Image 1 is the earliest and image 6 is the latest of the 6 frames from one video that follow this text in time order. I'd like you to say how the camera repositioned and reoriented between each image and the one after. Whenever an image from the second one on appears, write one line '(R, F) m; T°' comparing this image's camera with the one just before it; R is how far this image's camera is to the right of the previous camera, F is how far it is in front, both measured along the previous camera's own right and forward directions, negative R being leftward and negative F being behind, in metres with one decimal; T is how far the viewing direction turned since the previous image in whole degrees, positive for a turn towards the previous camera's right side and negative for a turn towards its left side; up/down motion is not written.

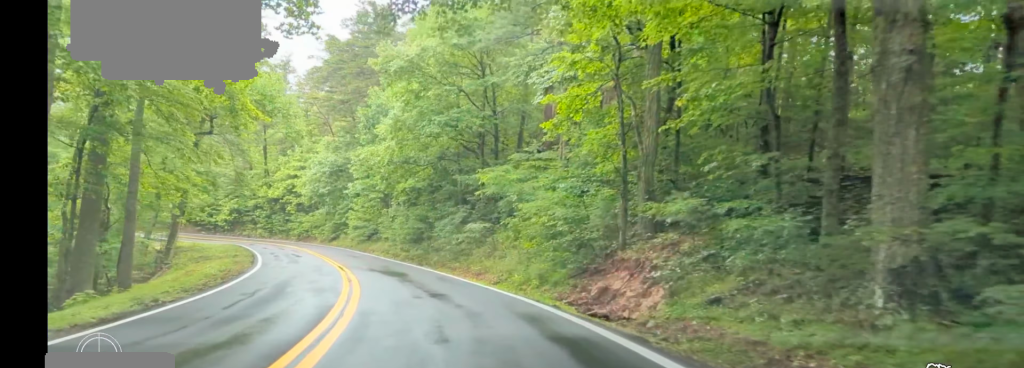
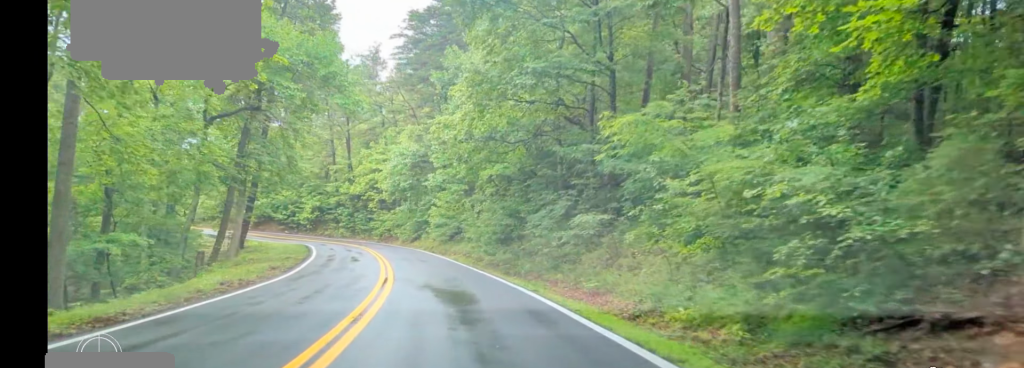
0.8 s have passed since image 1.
(-0.9, +9.6) m; -11°
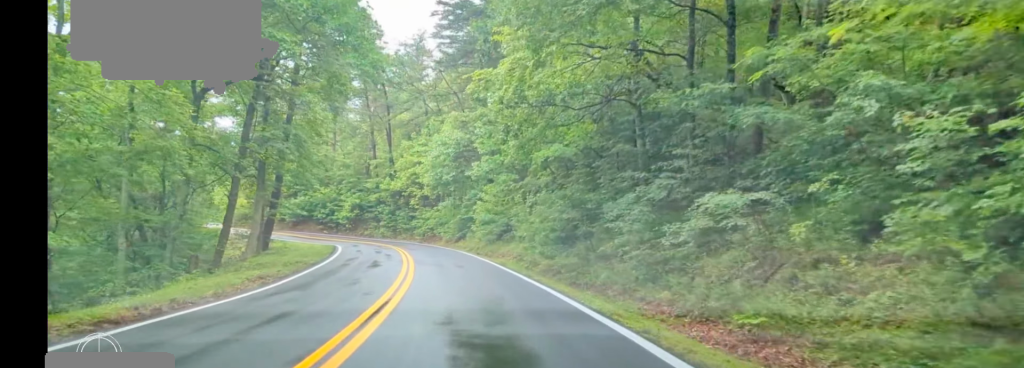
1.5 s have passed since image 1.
(-0.6, +7.8) m; -7°
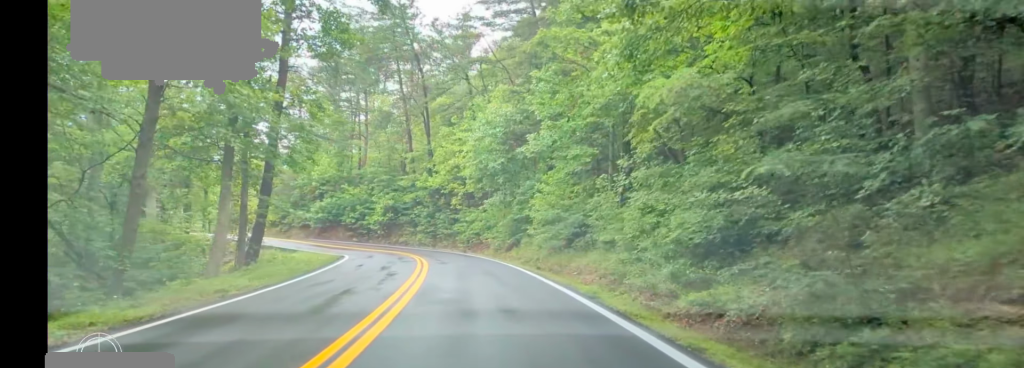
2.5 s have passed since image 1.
(-0.8, +12.7) m; +1°
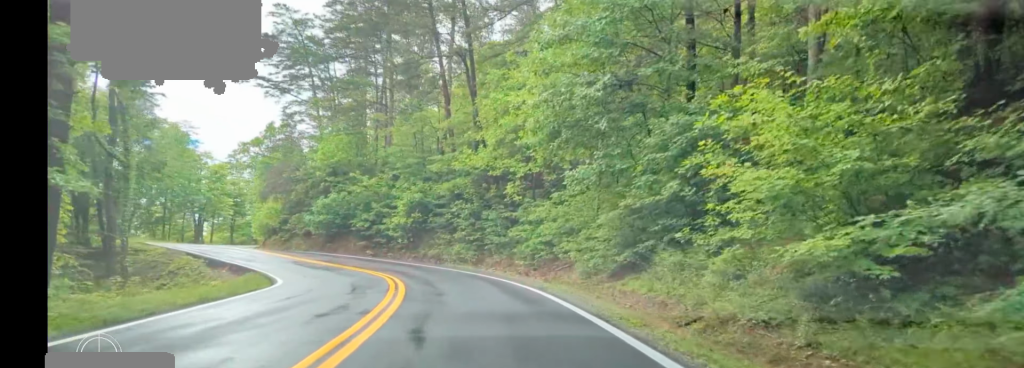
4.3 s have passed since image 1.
(+0.1, +22.4) m; -8°
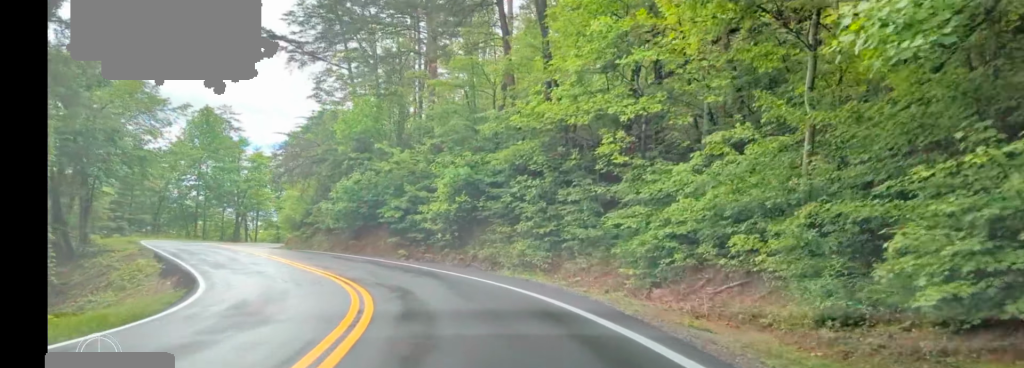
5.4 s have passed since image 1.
(-0.9, +13.1) m; -8°
